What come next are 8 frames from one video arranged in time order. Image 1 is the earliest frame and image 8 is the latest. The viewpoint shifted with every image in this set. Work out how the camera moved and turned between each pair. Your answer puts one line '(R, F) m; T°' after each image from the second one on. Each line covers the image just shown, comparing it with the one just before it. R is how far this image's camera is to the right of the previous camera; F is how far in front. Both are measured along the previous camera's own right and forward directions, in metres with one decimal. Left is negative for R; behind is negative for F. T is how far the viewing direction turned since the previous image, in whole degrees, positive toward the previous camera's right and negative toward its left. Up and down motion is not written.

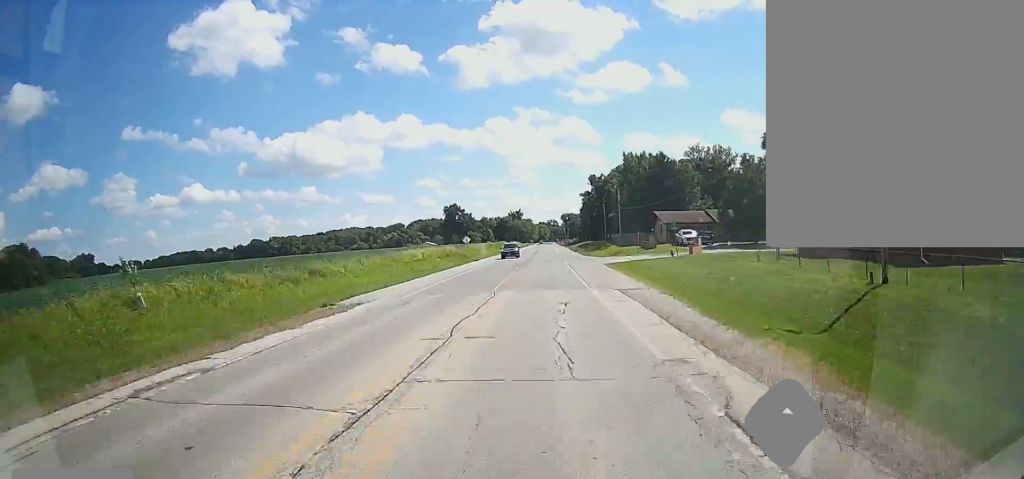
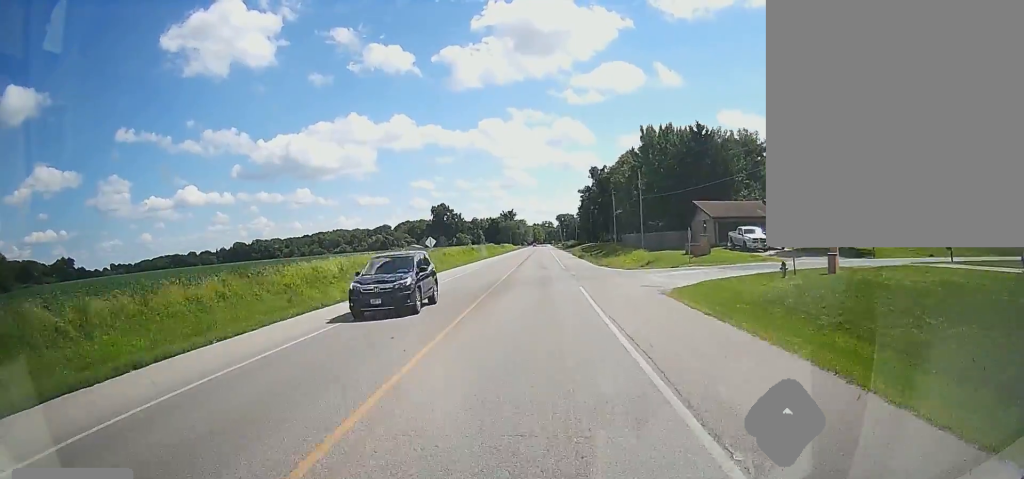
(-0.2, +26.3) m; 0°
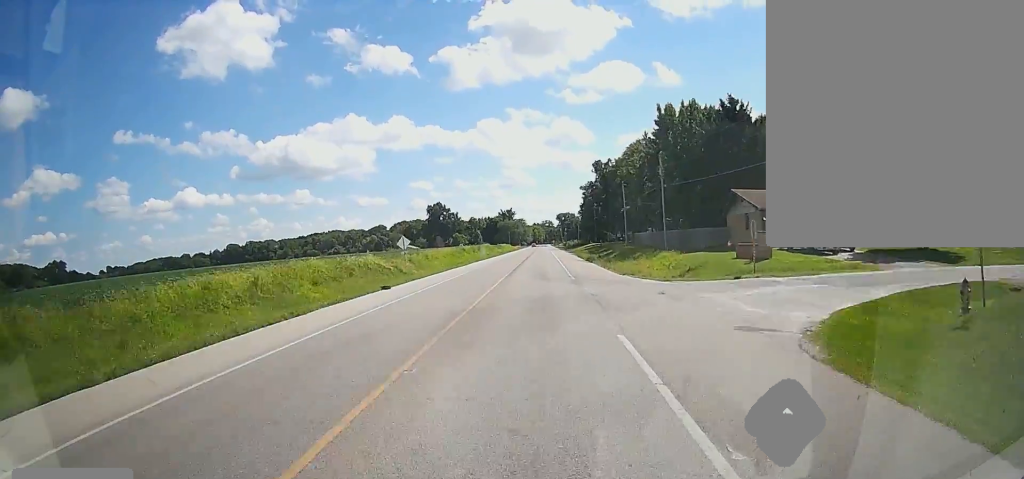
(+0.1, +13.1) m; 0°
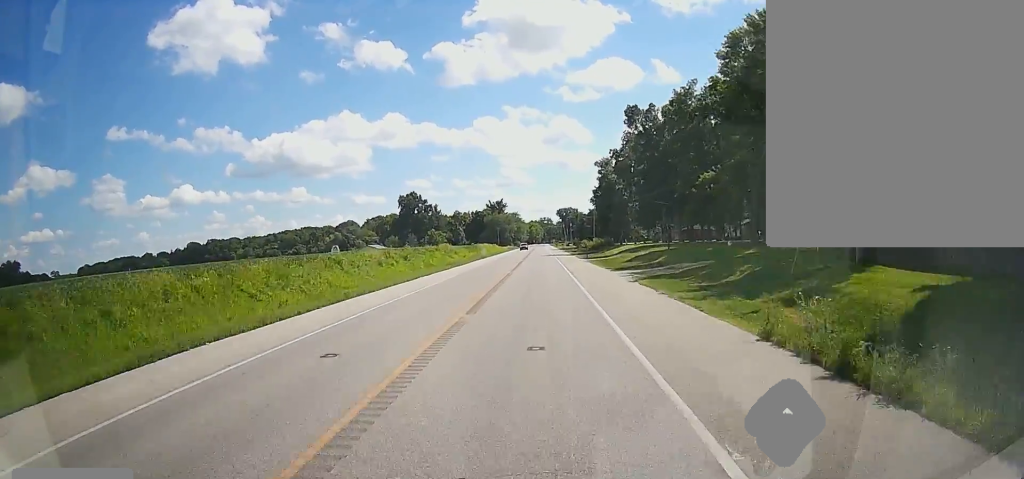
(+0.4, +66.4) m; +1°
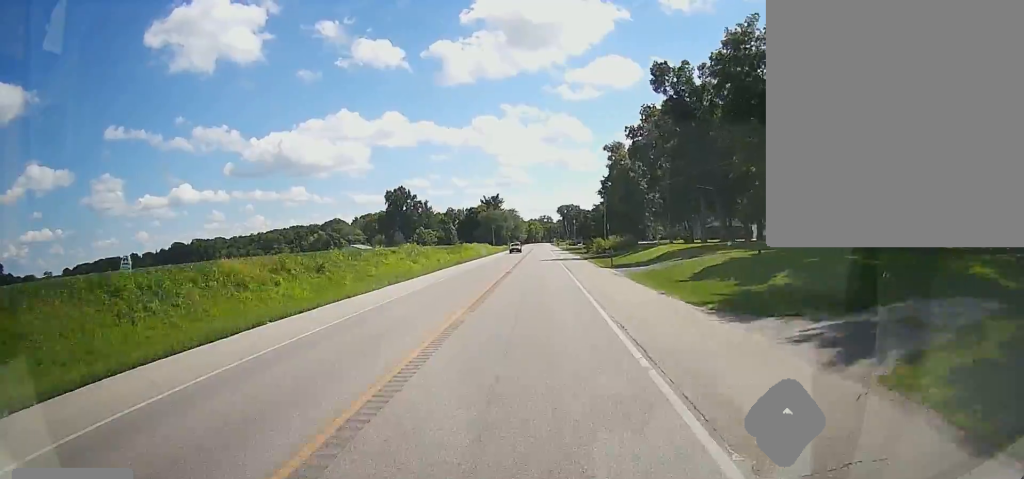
(-0.1, +23.9) m; -1°
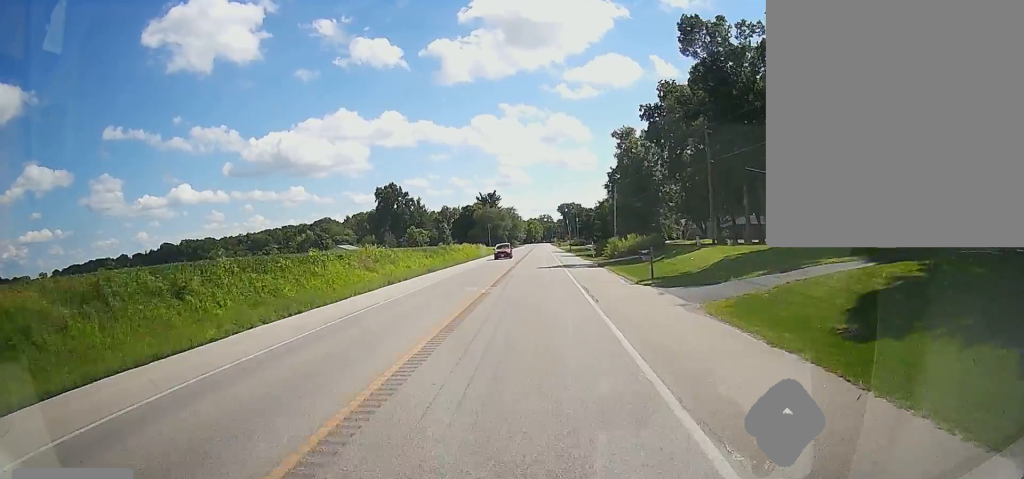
(-0.3, +16.7) m; 0°
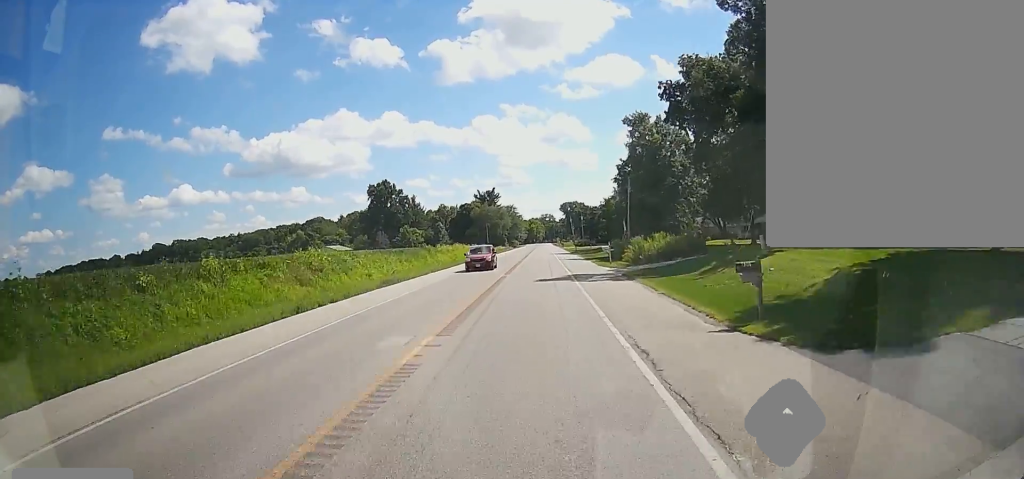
(+0.1, +13.4) m; 0°
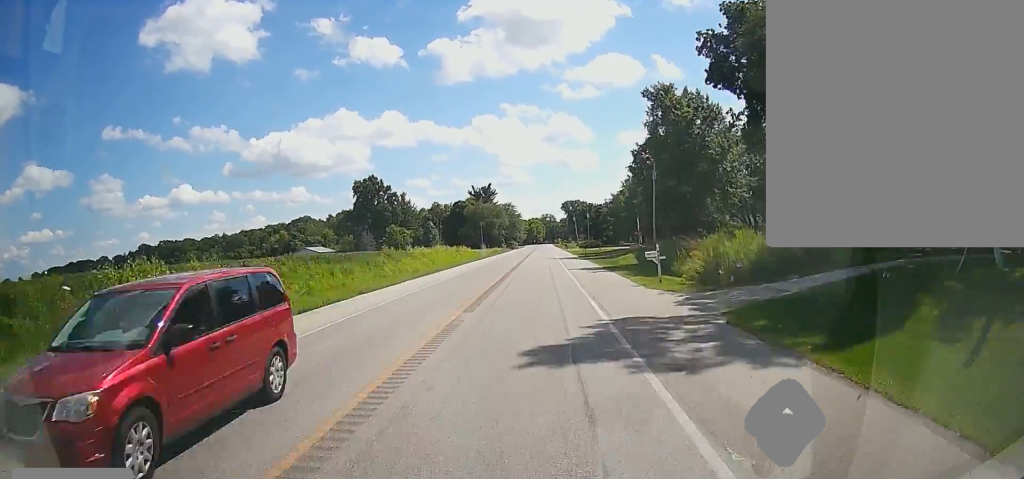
(+0.2, +18.8) m; 0°
